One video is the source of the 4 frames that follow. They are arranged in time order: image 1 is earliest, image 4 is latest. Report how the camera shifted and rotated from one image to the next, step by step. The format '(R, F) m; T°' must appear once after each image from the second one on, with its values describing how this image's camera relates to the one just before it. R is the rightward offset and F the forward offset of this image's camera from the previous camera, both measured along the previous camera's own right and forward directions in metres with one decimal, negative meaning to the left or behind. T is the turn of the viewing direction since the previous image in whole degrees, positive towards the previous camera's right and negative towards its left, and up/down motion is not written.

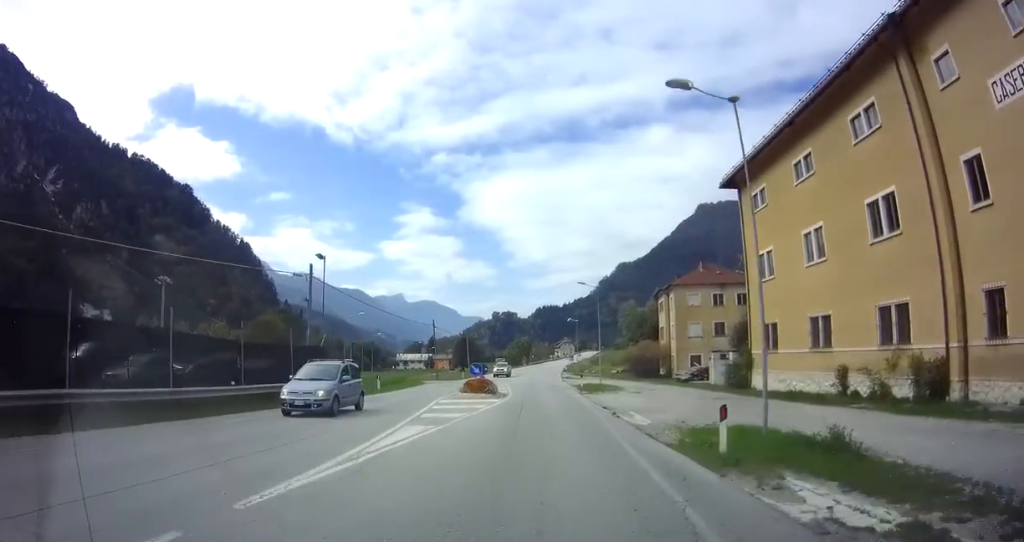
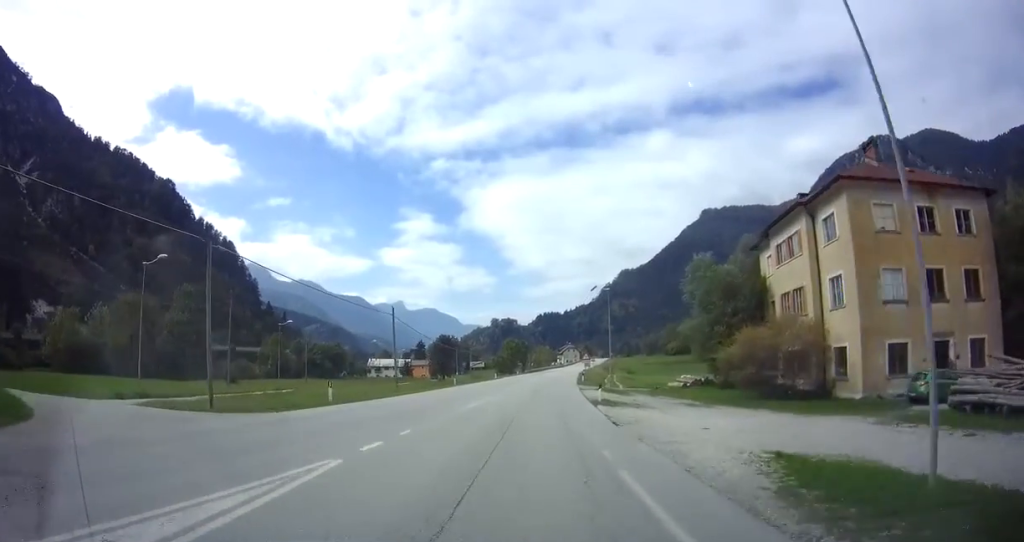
(+1.3, +39.6) m; +1°
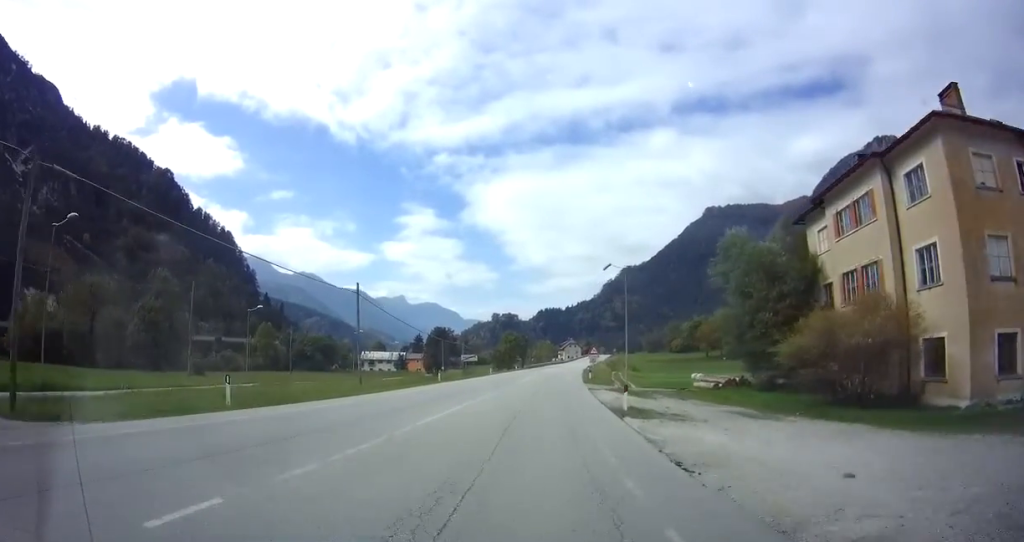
(-0.1, +8.1) m; 0°
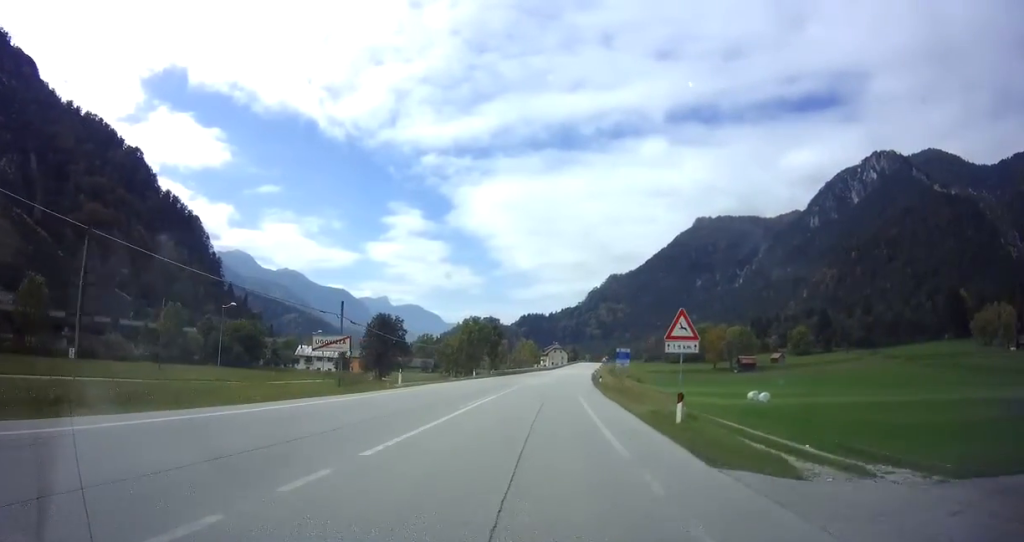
(+0.9, +37.6) m; +3°
